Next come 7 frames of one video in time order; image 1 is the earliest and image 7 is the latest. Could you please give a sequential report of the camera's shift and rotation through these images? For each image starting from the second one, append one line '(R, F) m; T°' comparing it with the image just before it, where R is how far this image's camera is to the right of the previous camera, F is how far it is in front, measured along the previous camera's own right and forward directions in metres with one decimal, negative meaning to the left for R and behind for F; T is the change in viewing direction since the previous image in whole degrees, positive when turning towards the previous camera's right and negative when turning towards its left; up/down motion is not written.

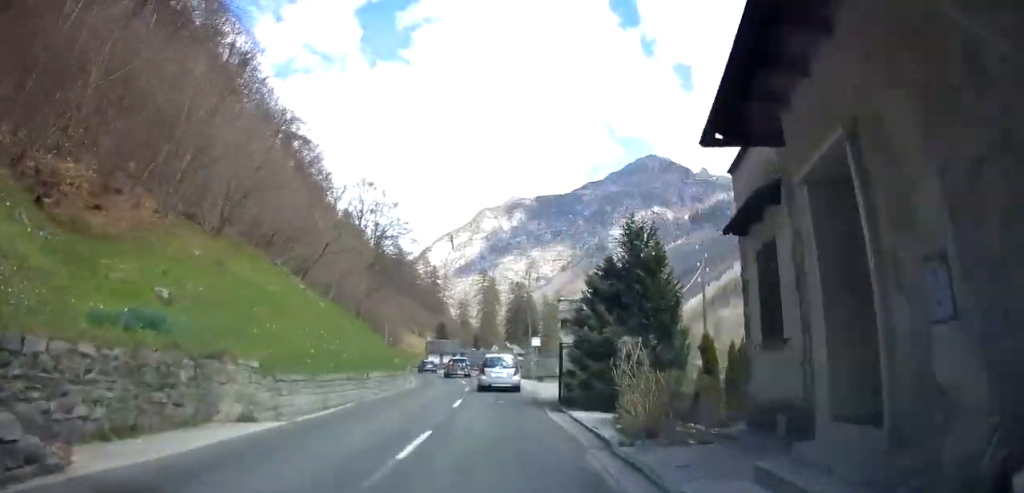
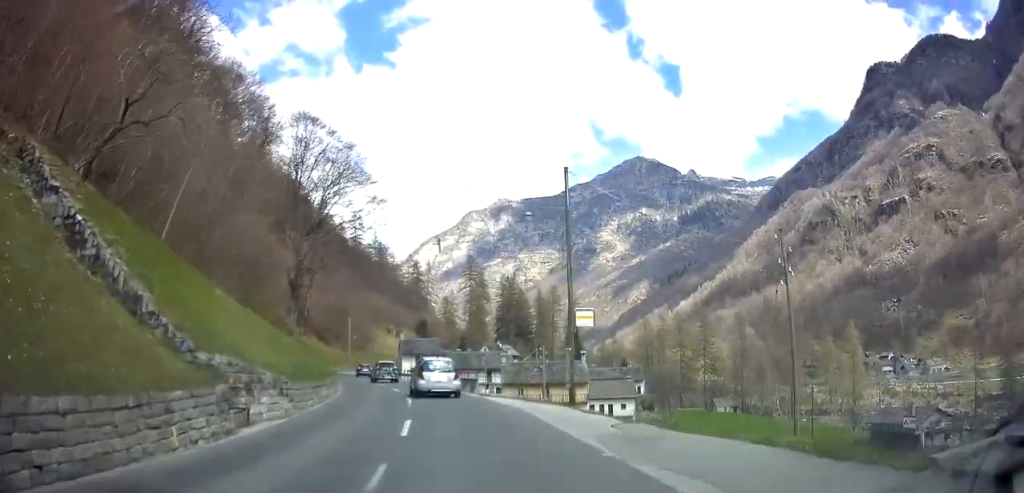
(+2.5, +24.3) m; +5°
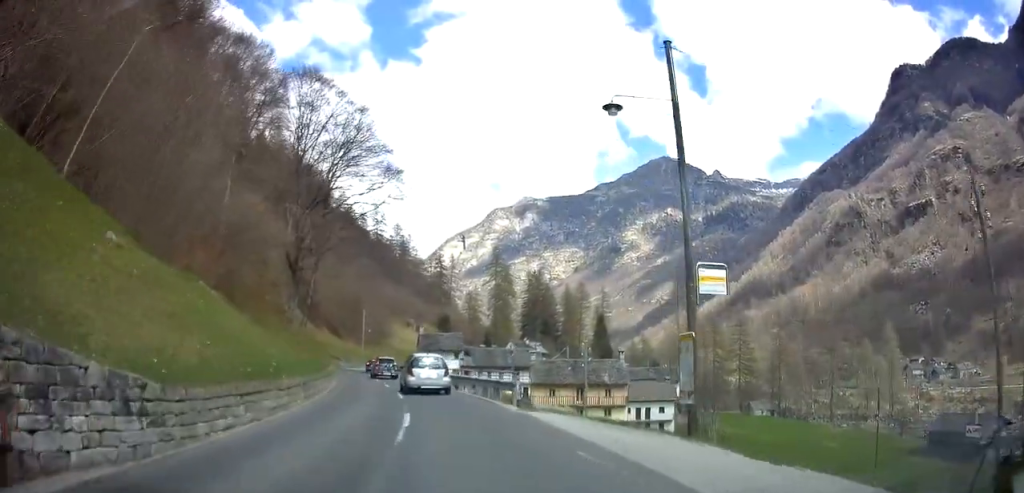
(-0.1, +8.7) m; -4°
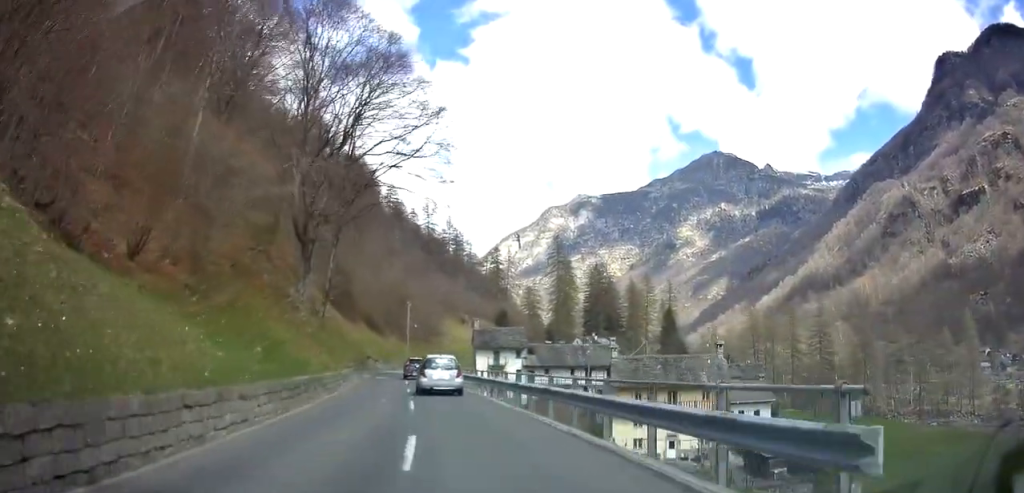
(-0.7, +13.9) m; -5°
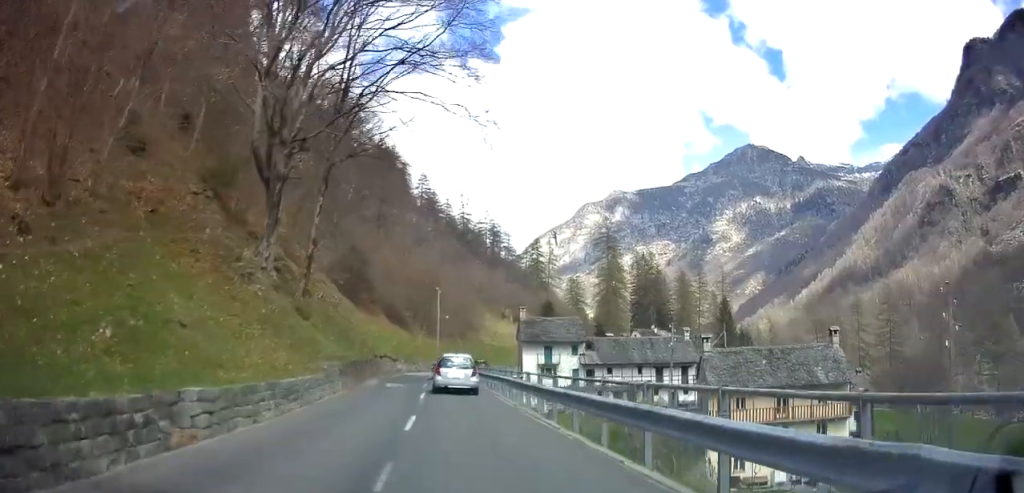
(-0.4, +14.8) m; -2°
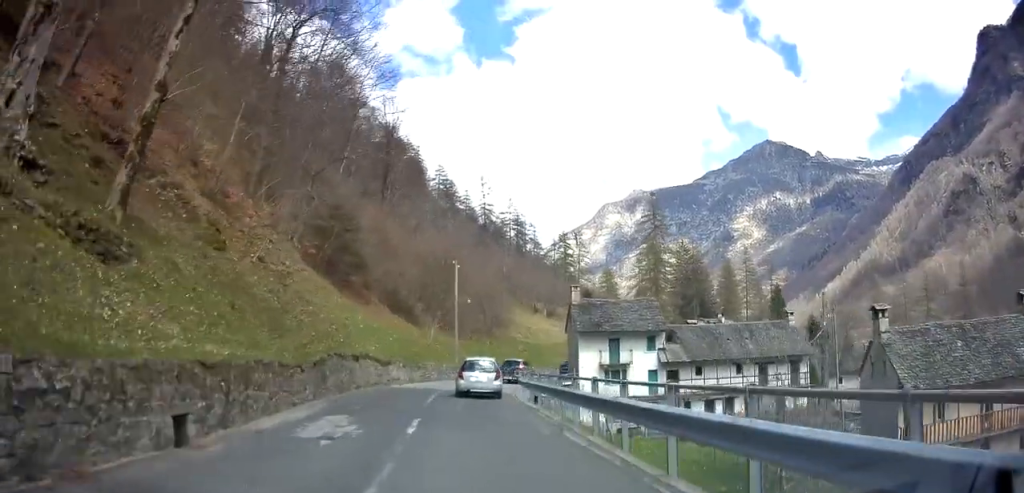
(-0.3, +19.0) m; -2°
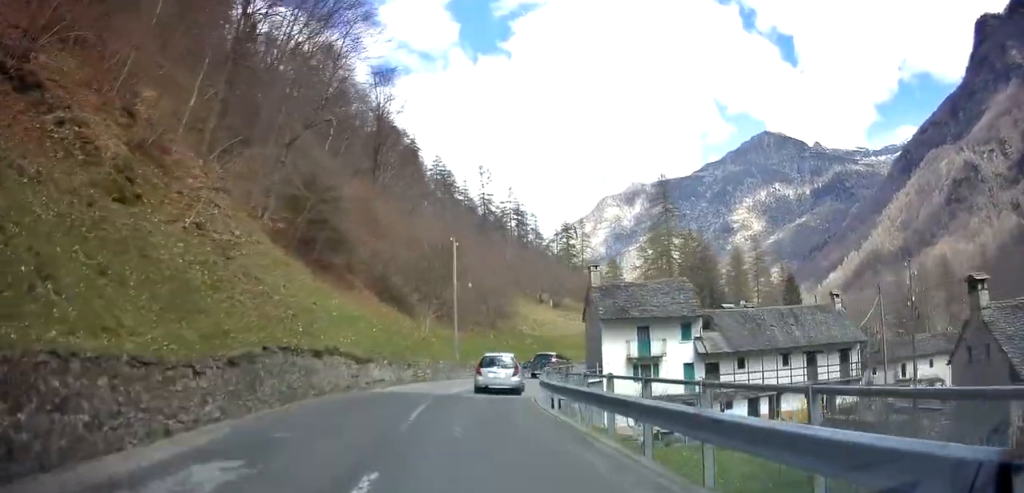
(0.0, +6.9) m; 0°
